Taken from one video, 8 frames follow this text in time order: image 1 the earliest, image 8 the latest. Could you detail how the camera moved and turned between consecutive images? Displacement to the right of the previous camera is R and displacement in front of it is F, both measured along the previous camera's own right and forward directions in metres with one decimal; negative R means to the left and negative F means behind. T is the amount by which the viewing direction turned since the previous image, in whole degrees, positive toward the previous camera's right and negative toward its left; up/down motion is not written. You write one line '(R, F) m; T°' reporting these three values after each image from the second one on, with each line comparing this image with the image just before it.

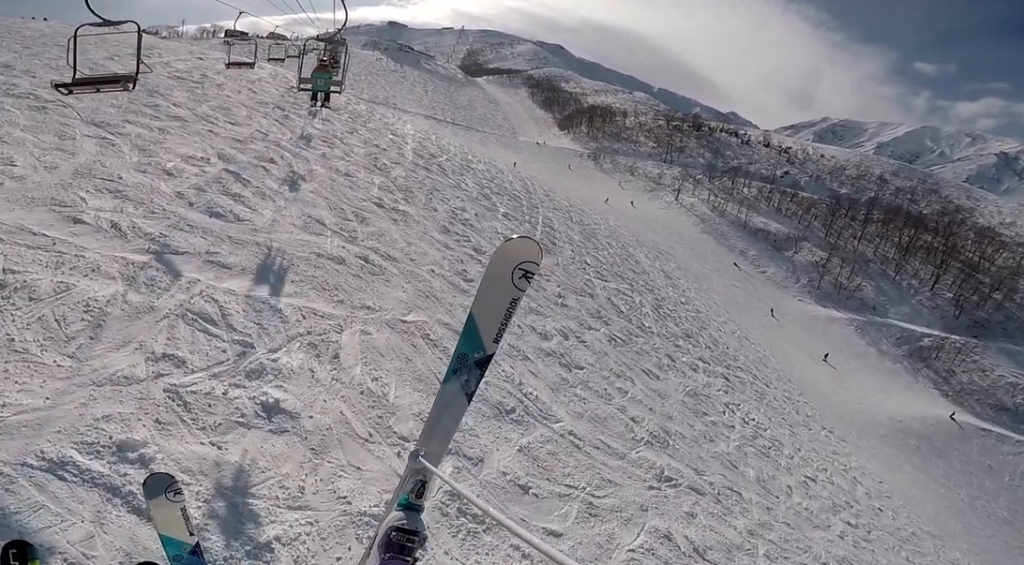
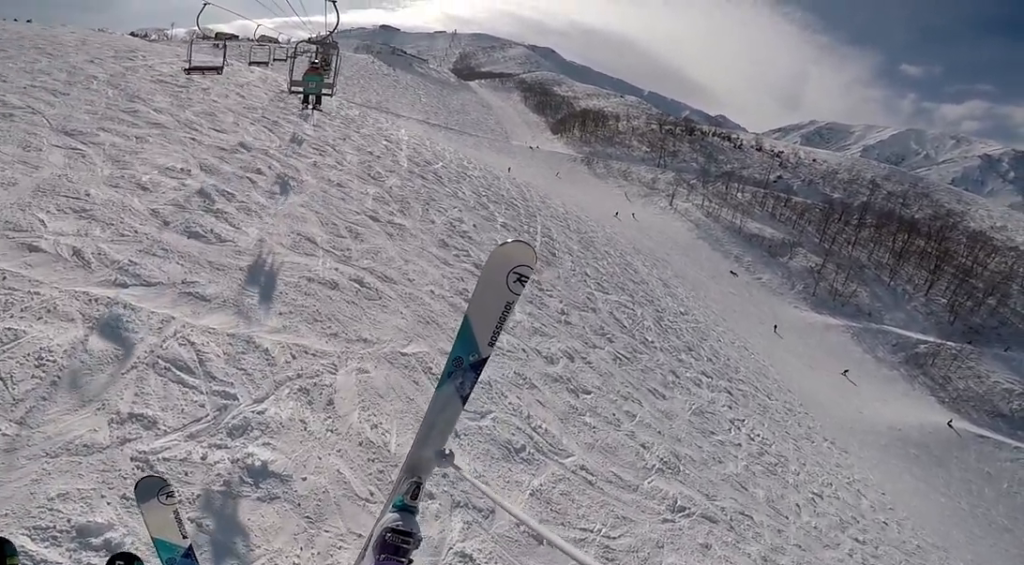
(0.0, +2.2) m; 0°
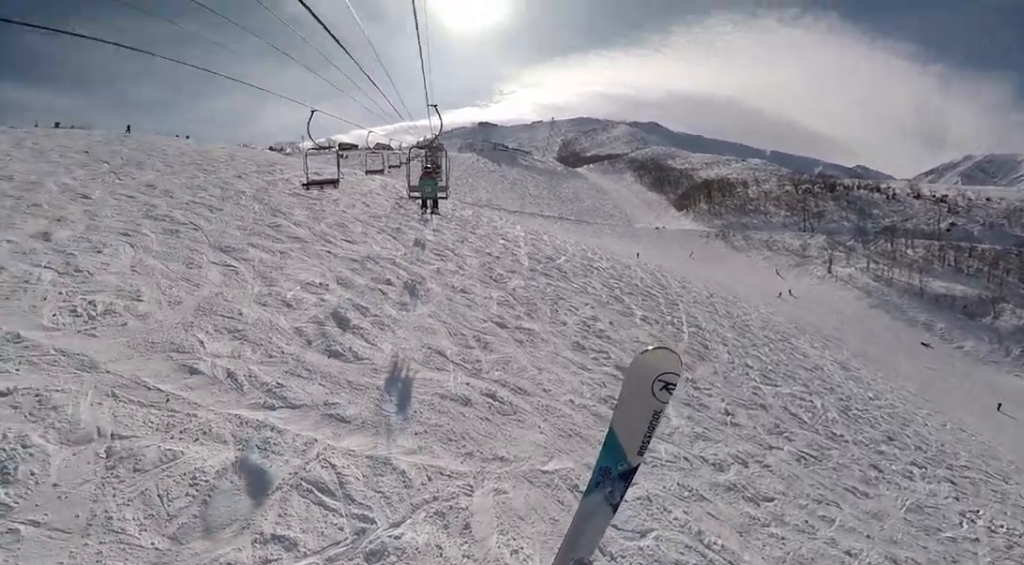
(0.0, +1.0) m; 0°
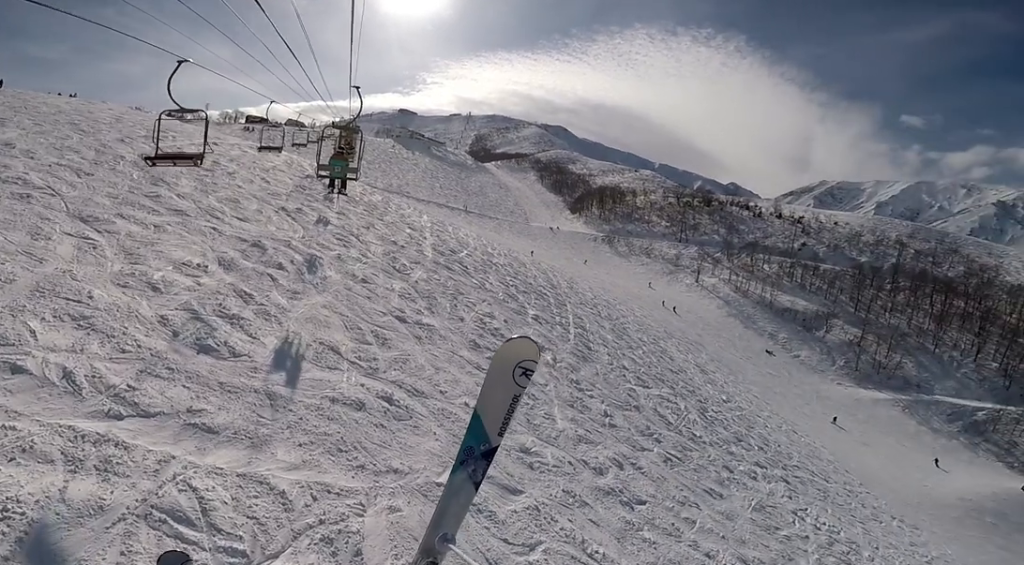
(0.0, +1.8) m; 0°
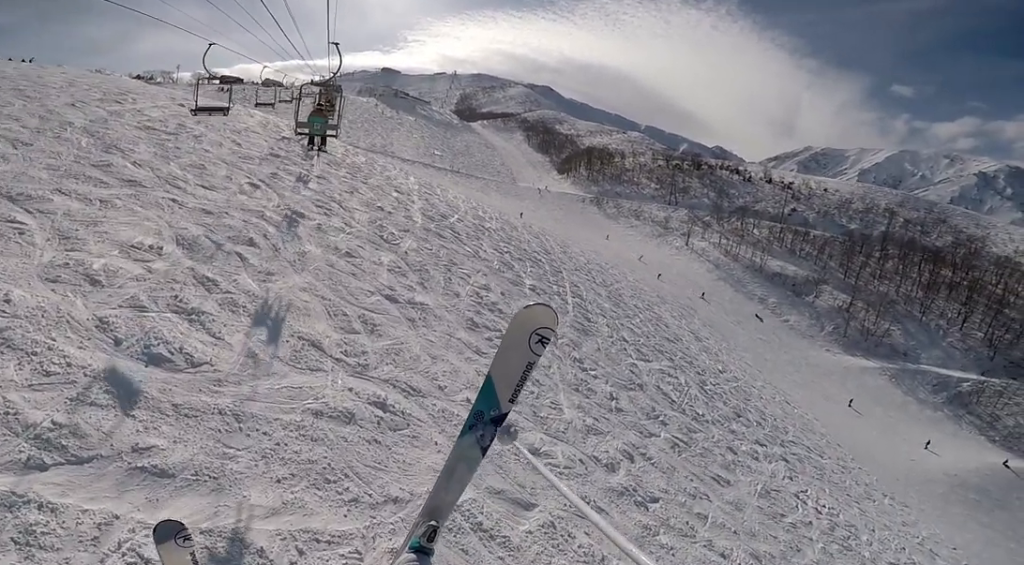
(0.0, +3.3) m; 0°
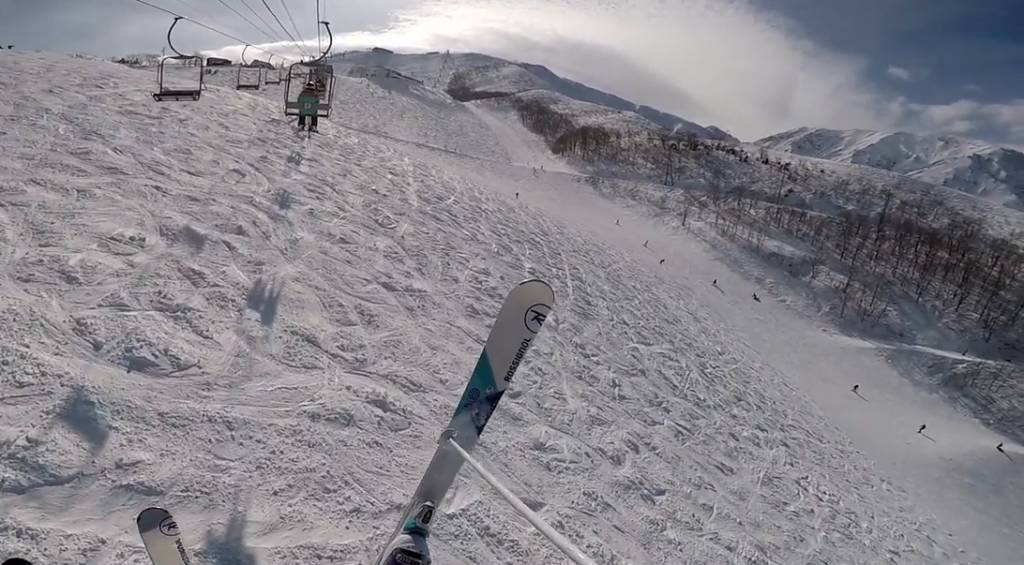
(0.0, +1.1) m; 0°
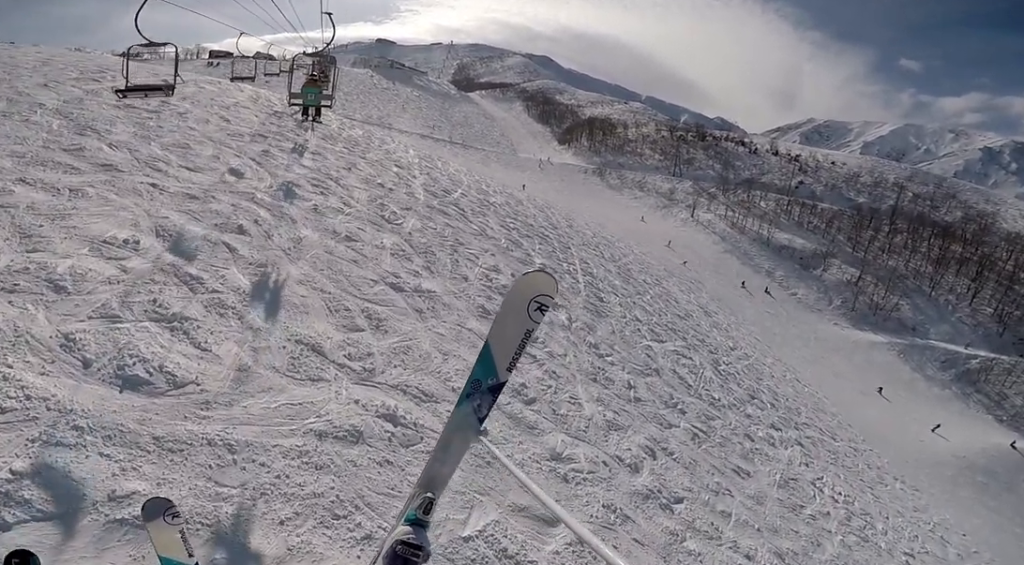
(0.0, +1.2) m; 0°
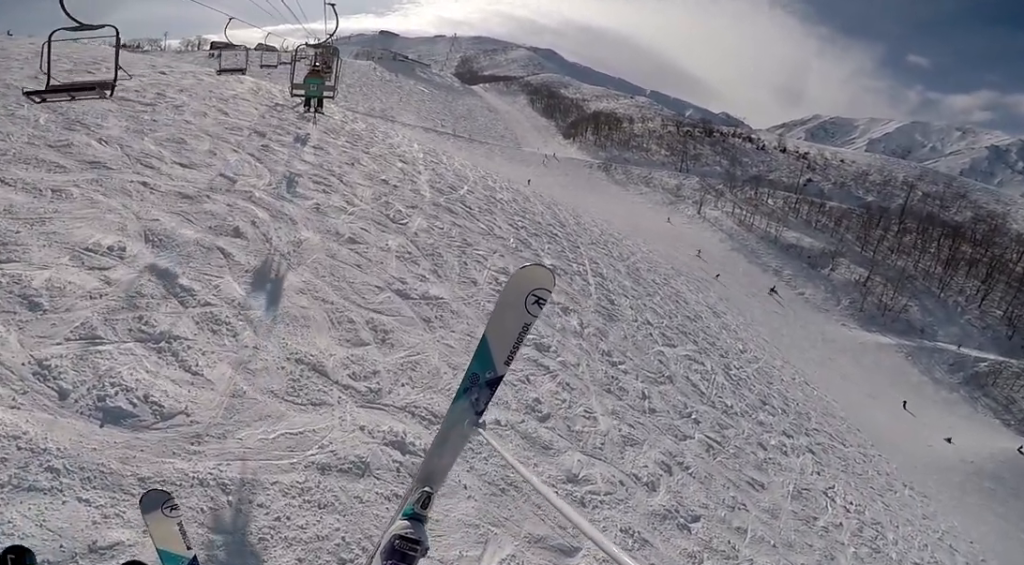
(0.0, +1.6) m; 0°
